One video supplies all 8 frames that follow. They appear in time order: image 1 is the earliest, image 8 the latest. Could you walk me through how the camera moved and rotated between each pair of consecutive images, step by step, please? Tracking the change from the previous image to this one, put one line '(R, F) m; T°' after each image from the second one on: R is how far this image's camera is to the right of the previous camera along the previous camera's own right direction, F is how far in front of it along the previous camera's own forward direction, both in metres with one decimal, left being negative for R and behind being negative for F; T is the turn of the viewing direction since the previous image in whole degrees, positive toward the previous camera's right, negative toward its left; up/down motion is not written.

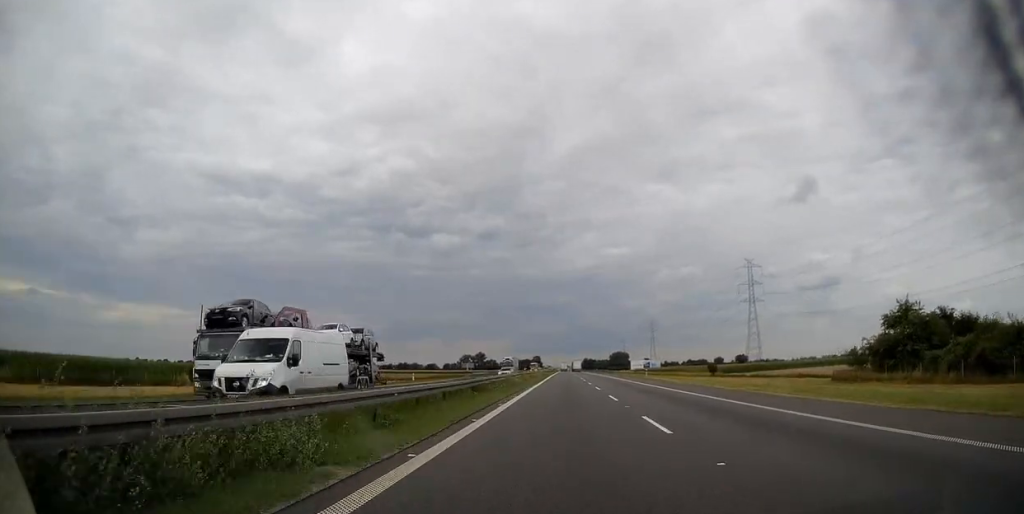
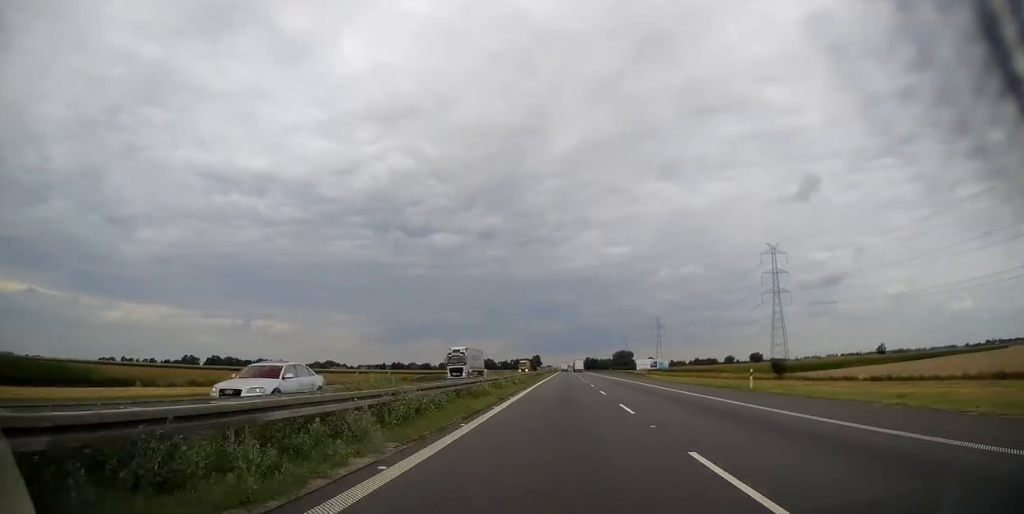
(-0.1, +42.7) m; 0°
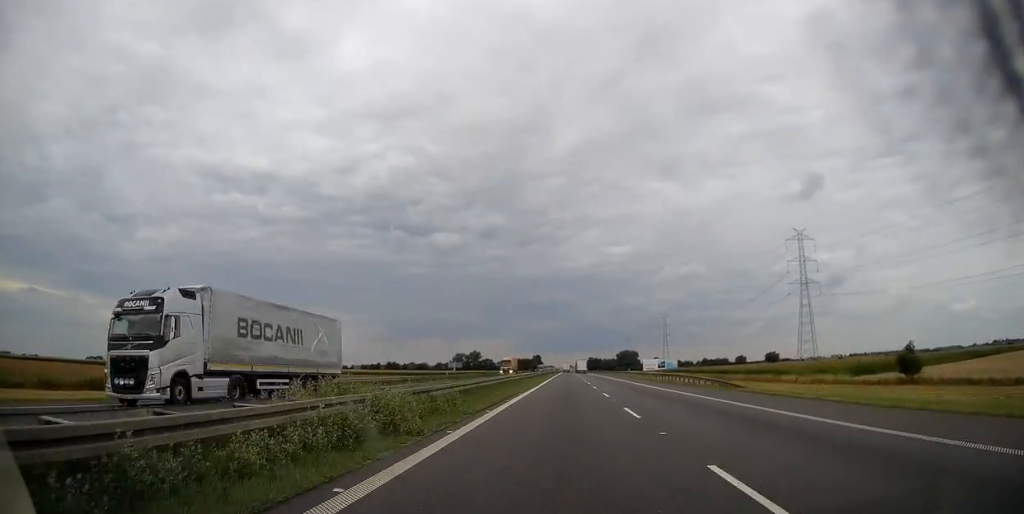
(-0.1, +37.4) m; 0°
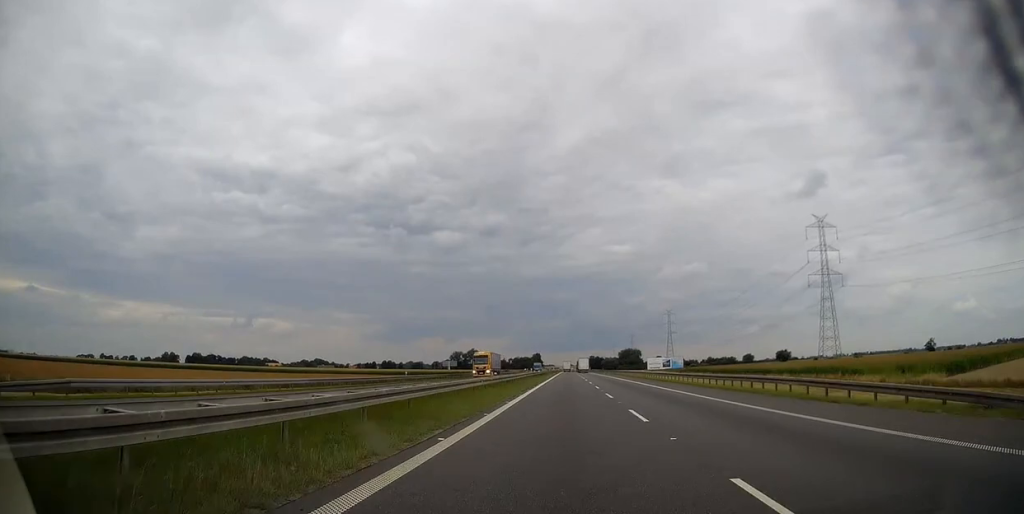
(0.0, +25.0) m; 0°
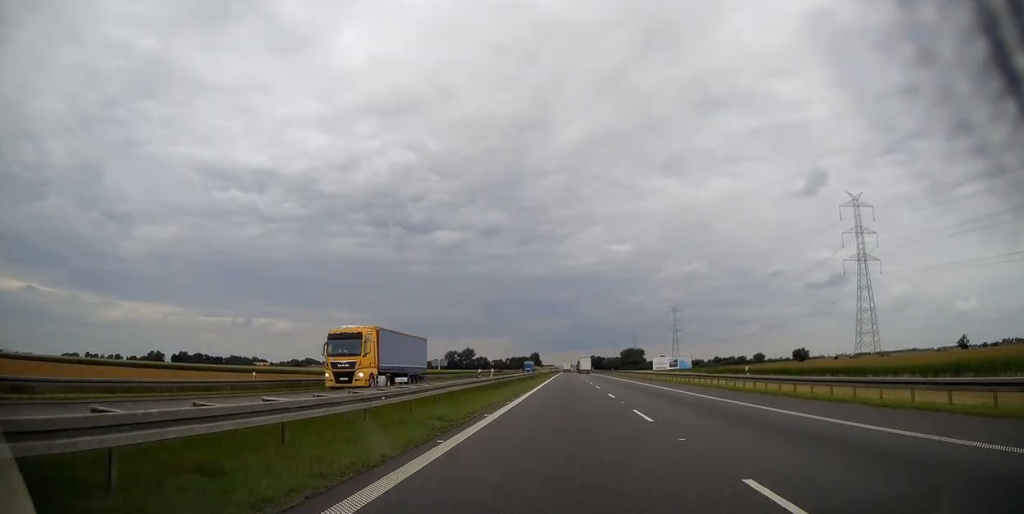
(0.0, +36.1) m; 0°
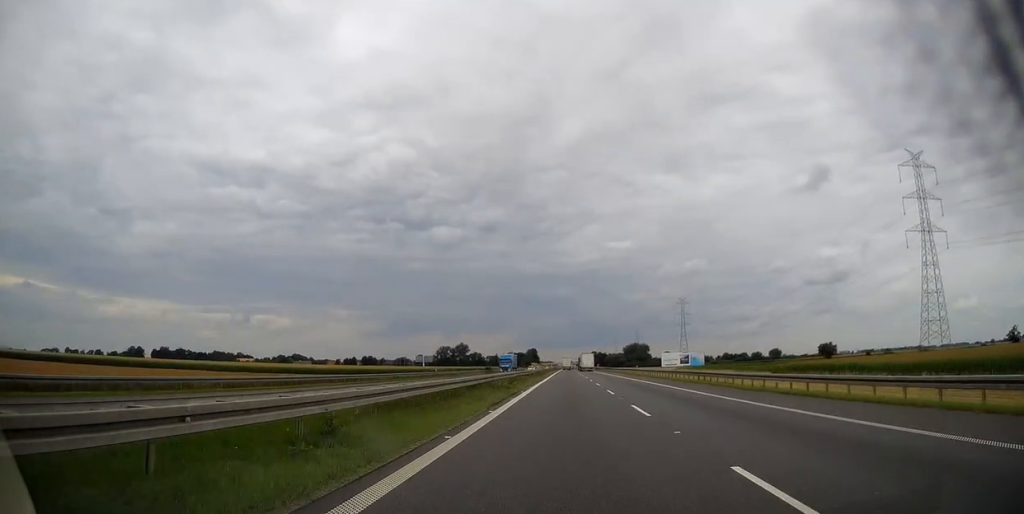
(+0.1, +47.2) m; 0°
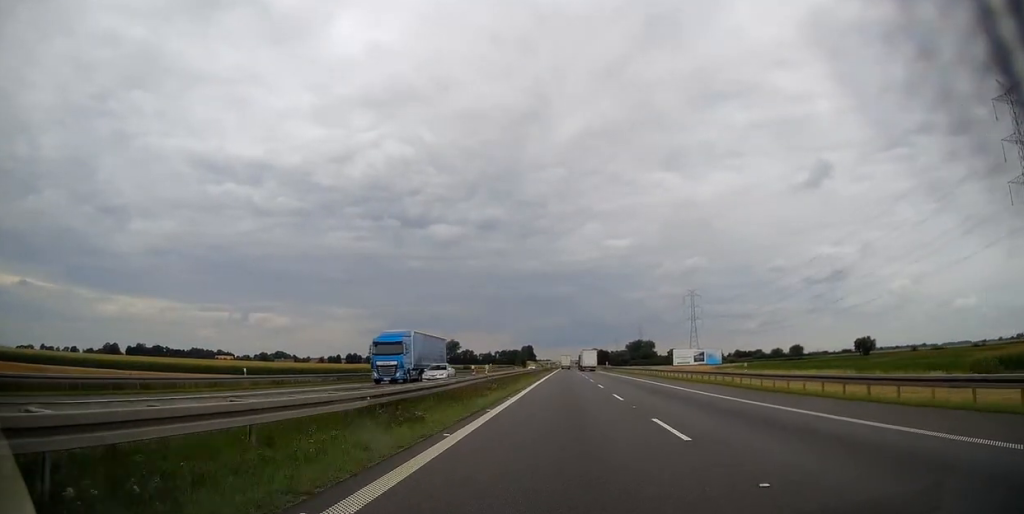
(0.0, +53.6) m; 0°
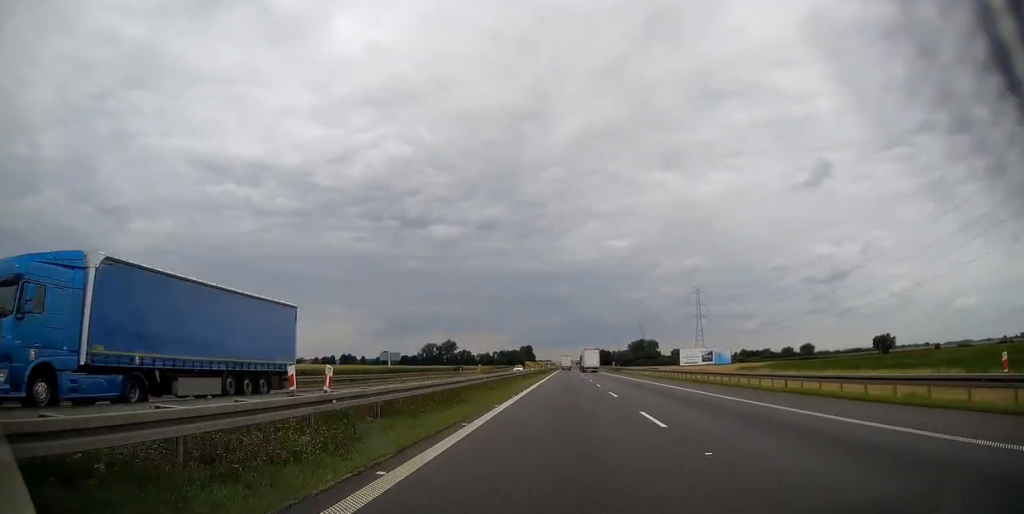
(0.0, +21.8) m; 0°
